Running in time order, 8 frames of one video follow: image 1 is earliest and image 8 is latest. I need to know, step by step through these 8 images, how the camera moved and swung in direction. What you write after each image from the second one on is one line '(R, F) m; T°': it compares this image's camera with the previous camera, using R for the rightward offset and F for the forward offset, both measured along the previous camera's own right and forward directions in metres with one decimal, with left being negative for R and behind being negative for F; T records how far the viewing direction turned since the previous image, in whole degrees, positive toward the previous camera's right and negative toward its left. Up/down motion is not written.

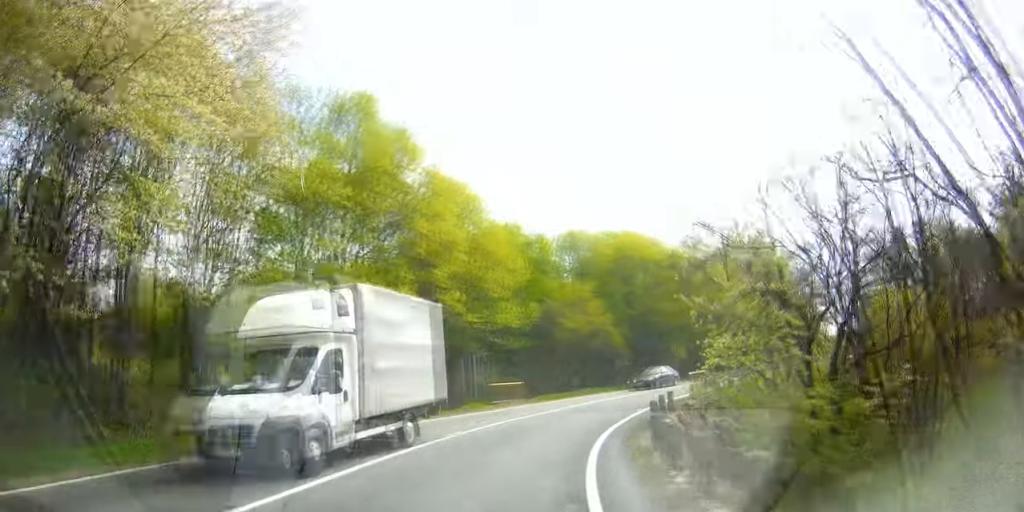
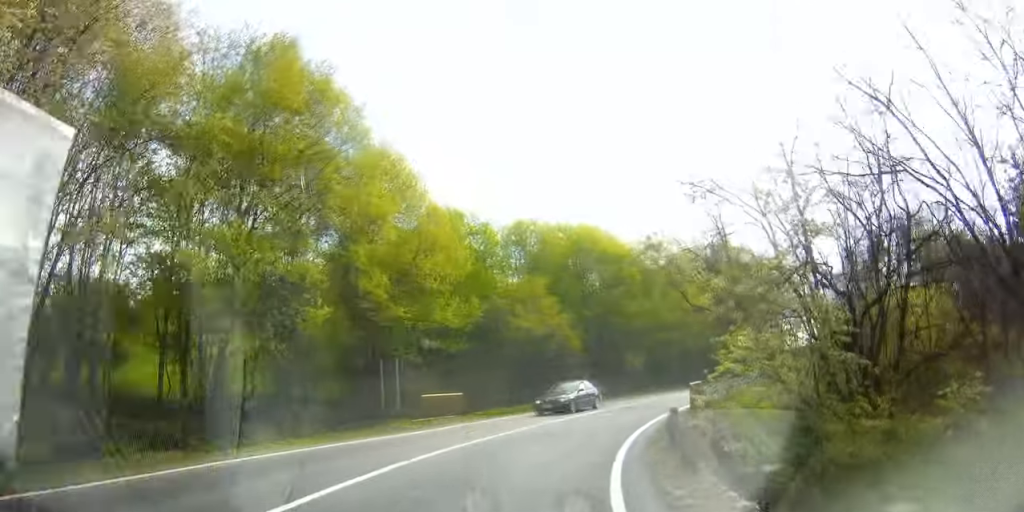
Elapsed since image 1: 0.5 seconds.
(+1.4, +5.9) m; +8°
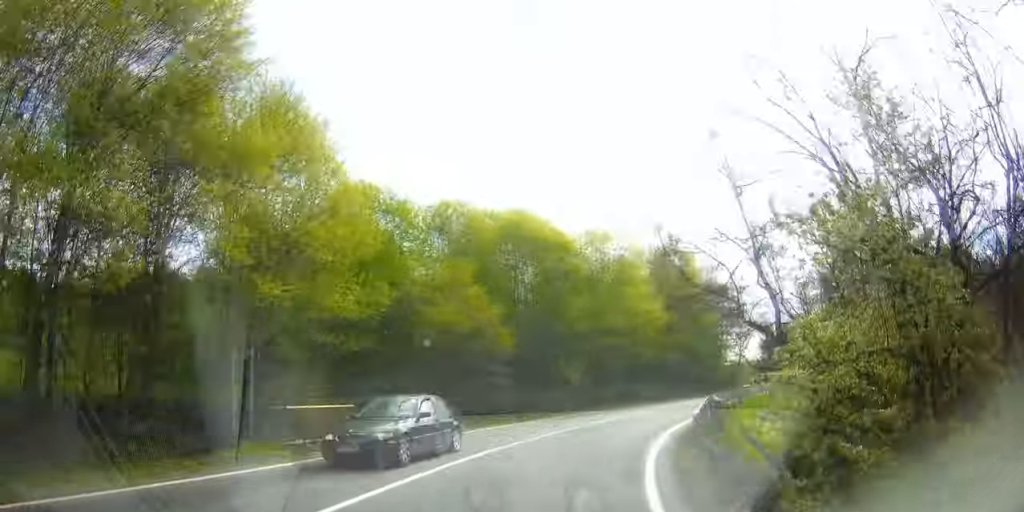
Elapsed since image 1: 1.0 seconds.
(+0.8, +7.0) m; +7°
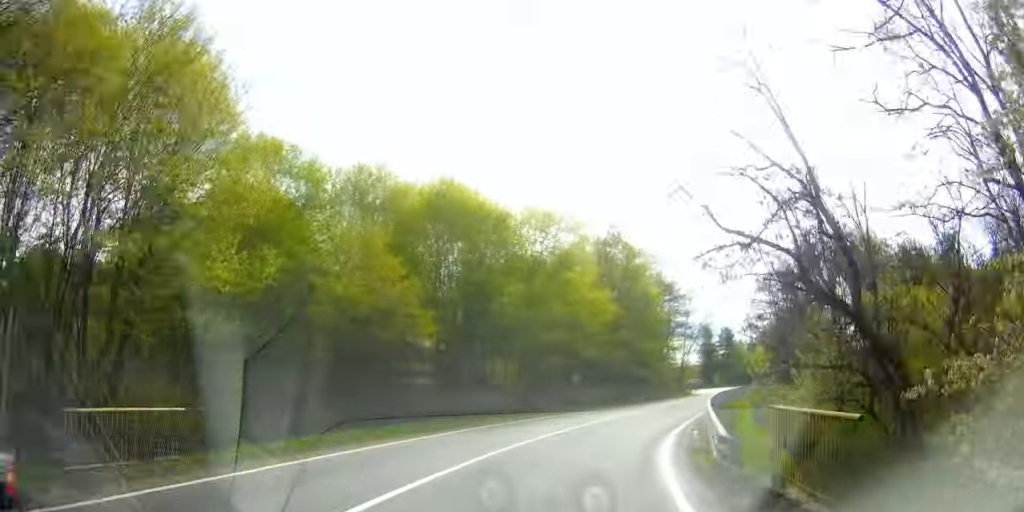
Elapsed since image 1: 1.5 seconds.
(+0.1, +5.5) m; 0°
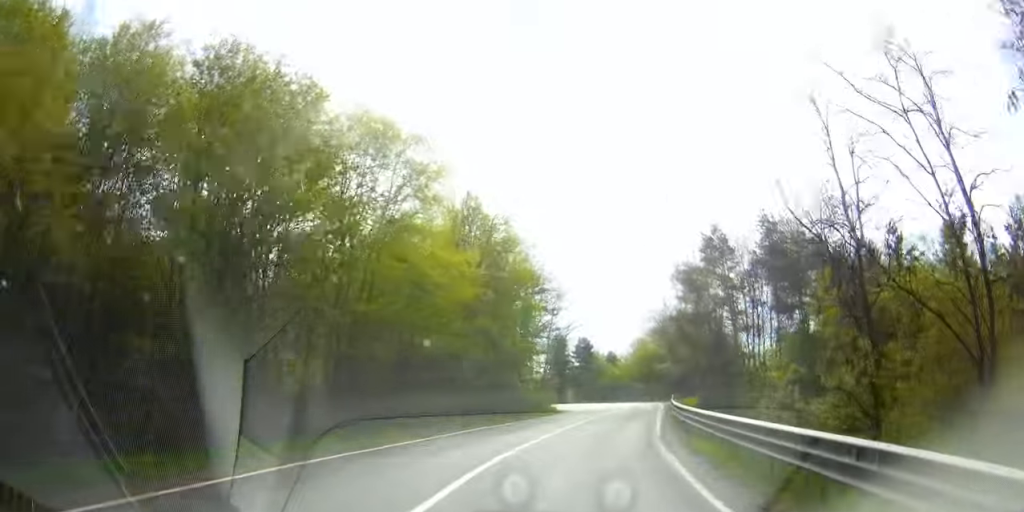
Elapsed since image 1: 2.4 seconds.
(+0.1, +12.0) m; 0°
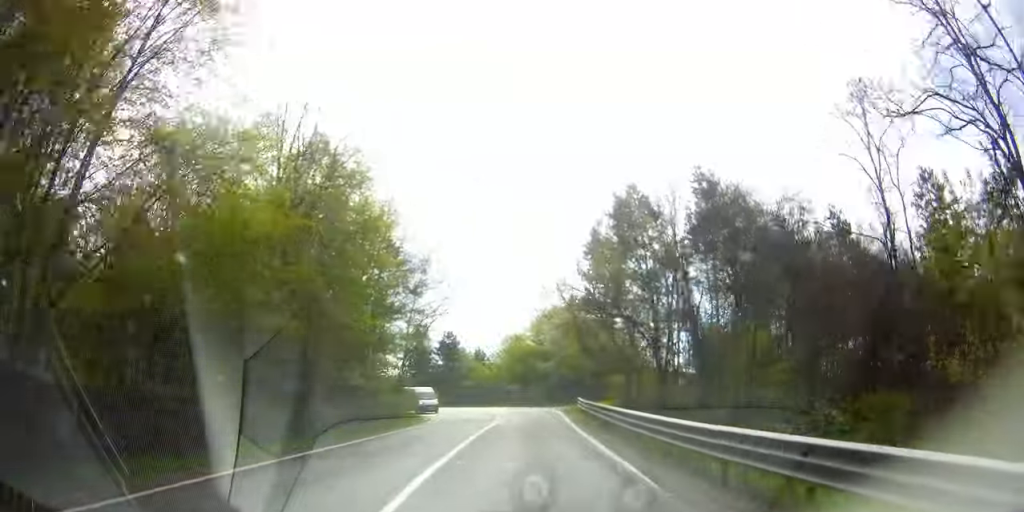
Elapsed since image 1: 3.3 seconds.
(0.0, +10.5) m; 0°
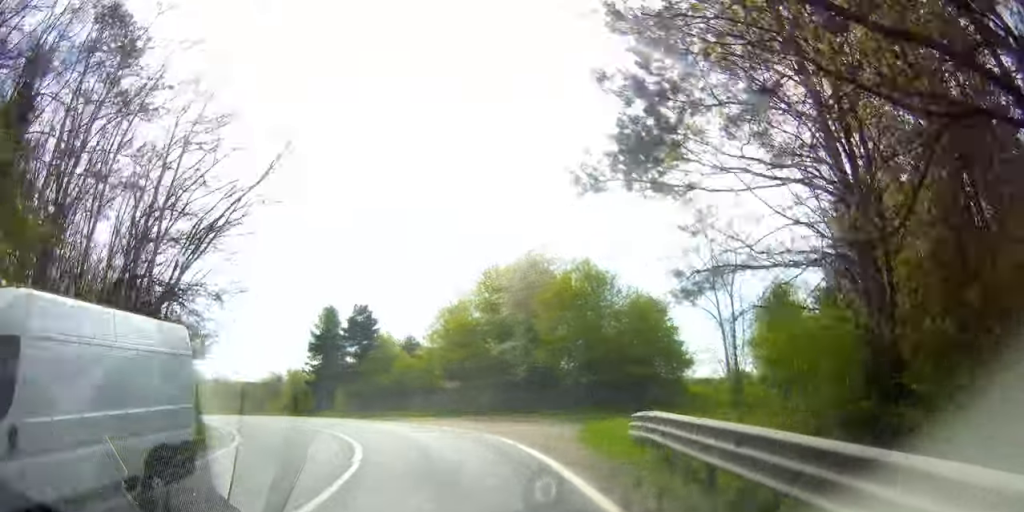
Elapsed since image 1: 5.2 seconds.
(+0.1, +24.1) m; +5°
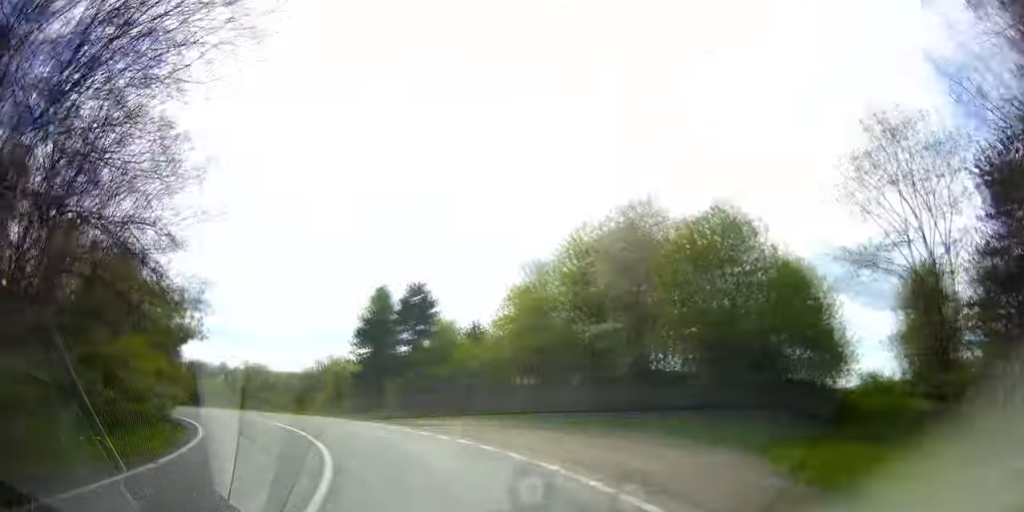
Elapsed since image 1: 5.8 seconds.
(-0.5, +9.0) m; +11°
